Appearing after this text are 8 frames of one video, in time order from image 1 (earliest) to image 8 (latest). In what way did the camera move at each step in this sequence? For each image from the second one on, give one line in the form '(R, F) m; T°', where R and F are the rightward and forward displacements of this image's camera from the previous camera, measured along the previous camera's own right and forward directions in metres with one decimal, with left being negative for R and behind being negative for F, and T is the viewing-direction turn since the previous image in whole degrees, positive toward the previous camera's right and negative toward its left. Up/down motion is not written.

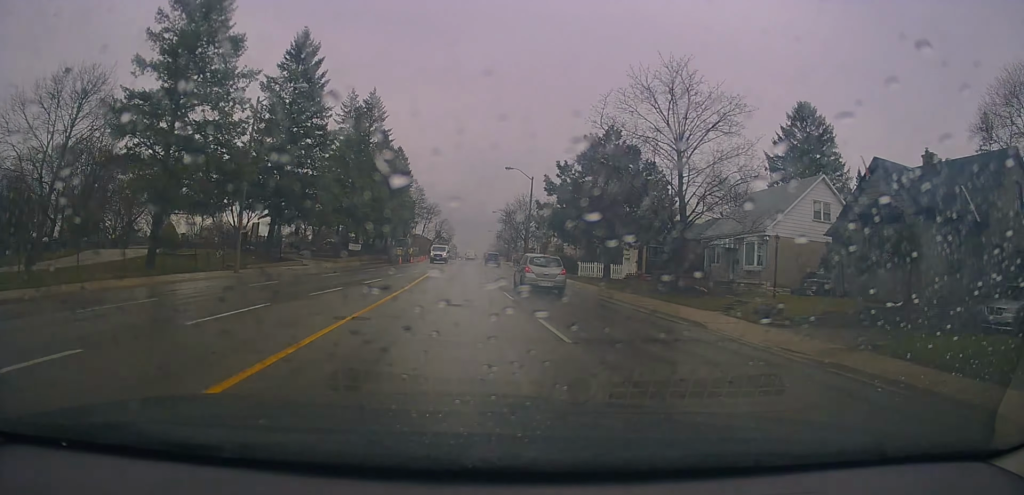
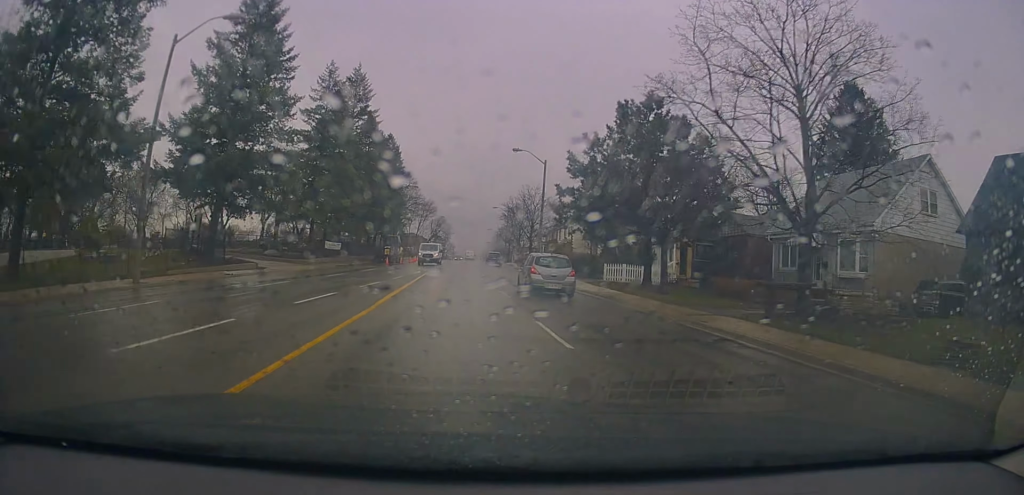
(+0.1, +10.0) m; +1°
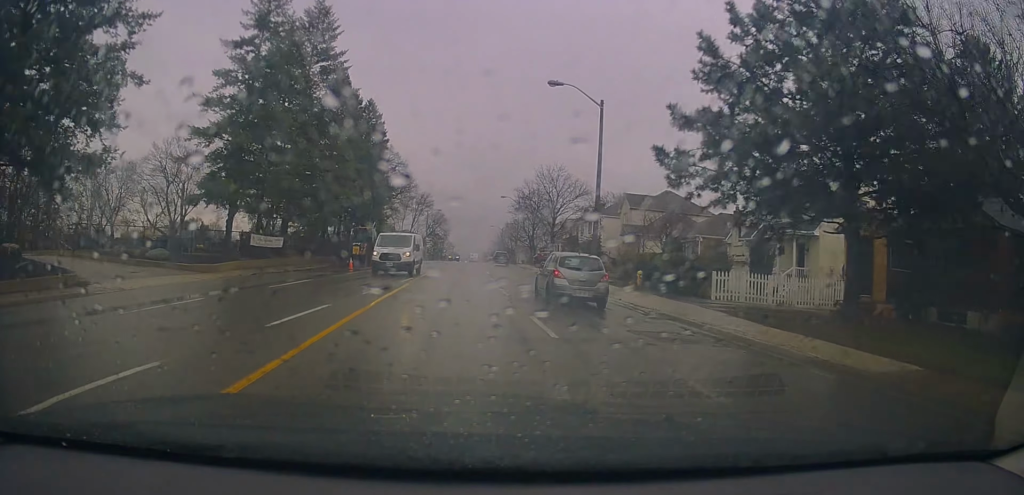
(+0.2, +17.8) m; +1°
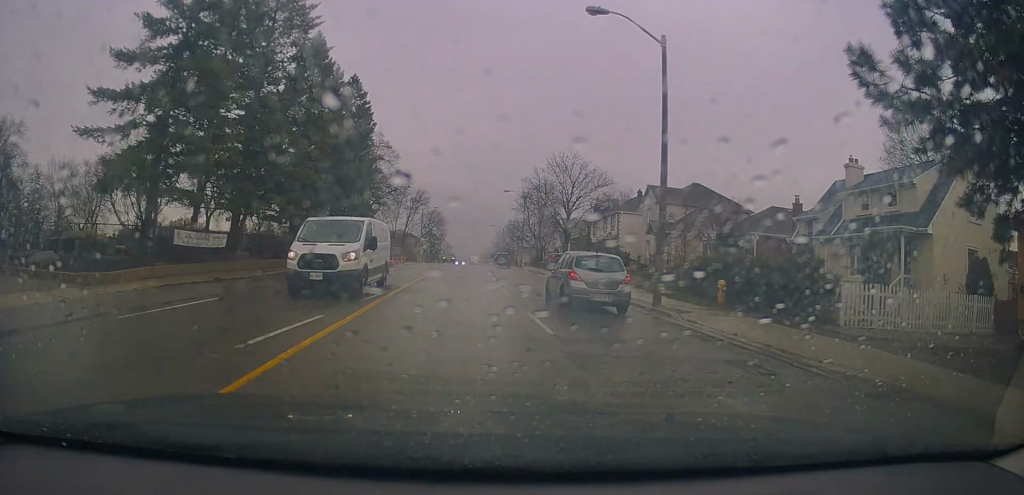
(+0.1, +8.9) m; 0°
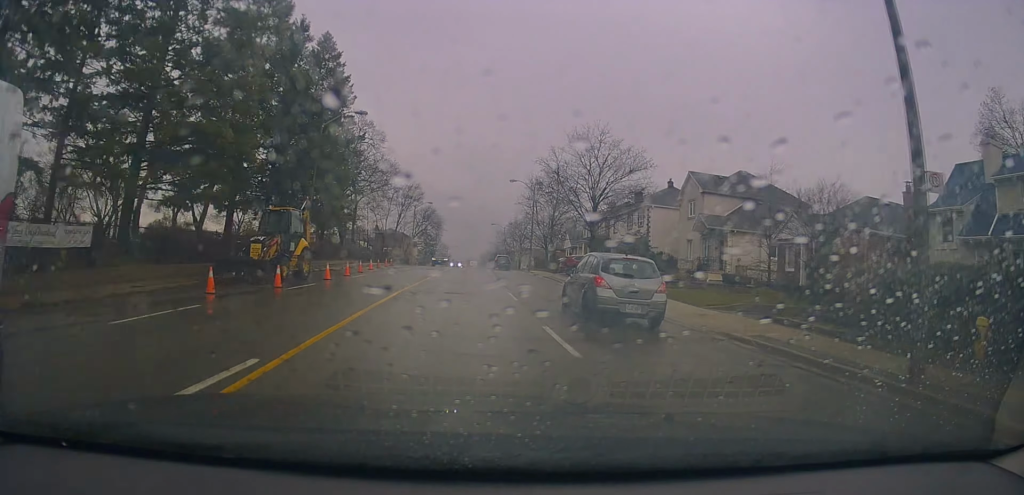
(-0.1, +12.0) m; 0°
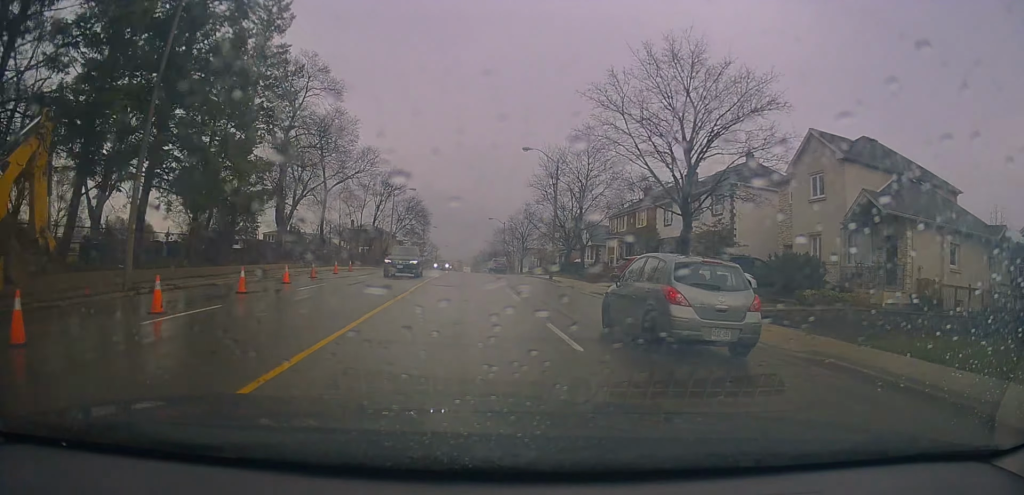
(0.0, +18.0) m; +1°
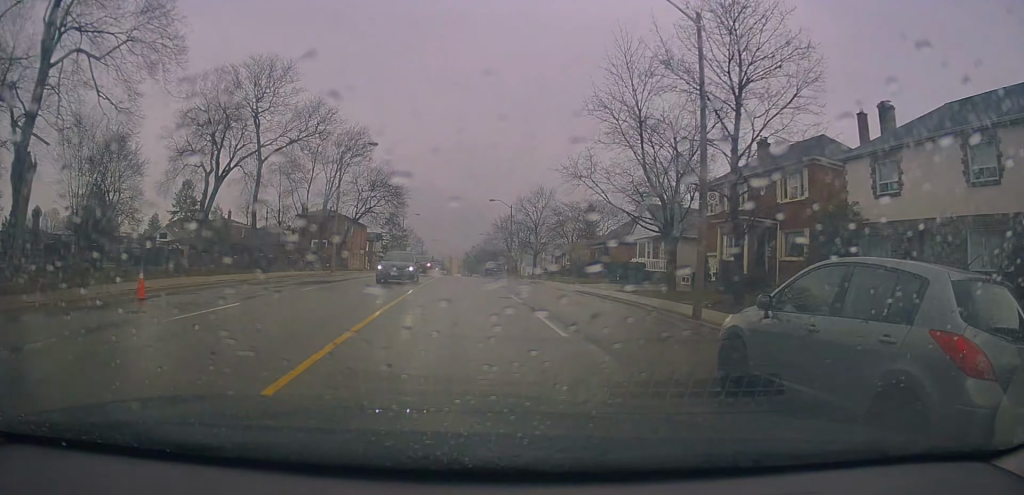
(+0.4, +24.9) m; +2°
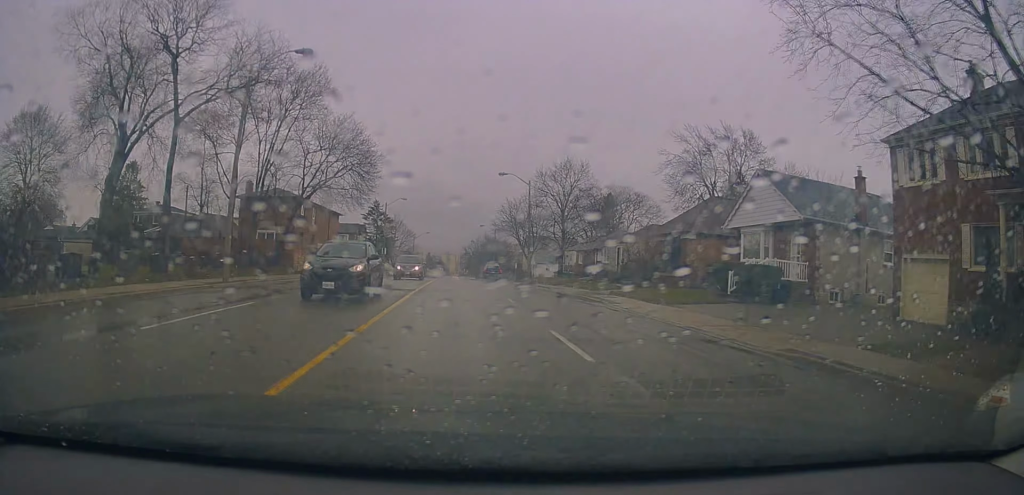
(+0.2, +16.2) m; +1°
